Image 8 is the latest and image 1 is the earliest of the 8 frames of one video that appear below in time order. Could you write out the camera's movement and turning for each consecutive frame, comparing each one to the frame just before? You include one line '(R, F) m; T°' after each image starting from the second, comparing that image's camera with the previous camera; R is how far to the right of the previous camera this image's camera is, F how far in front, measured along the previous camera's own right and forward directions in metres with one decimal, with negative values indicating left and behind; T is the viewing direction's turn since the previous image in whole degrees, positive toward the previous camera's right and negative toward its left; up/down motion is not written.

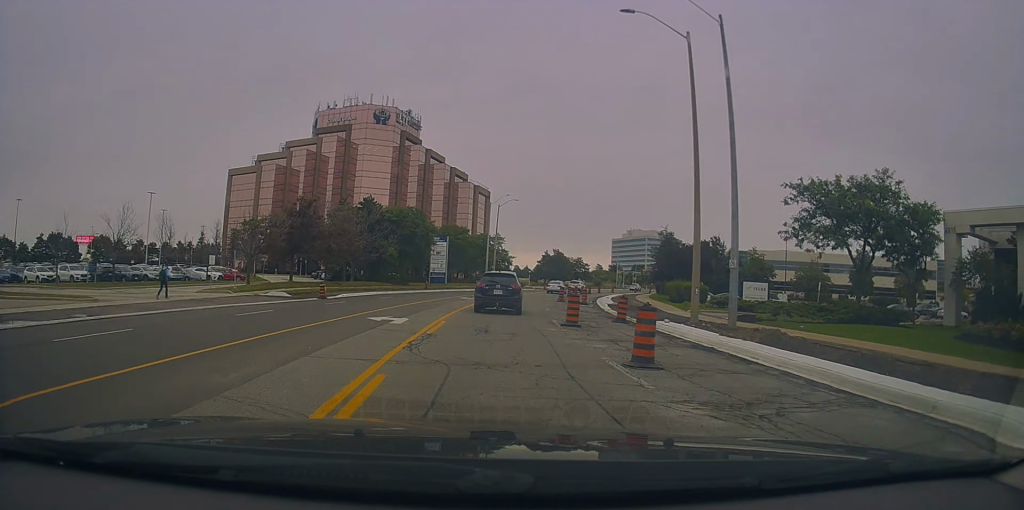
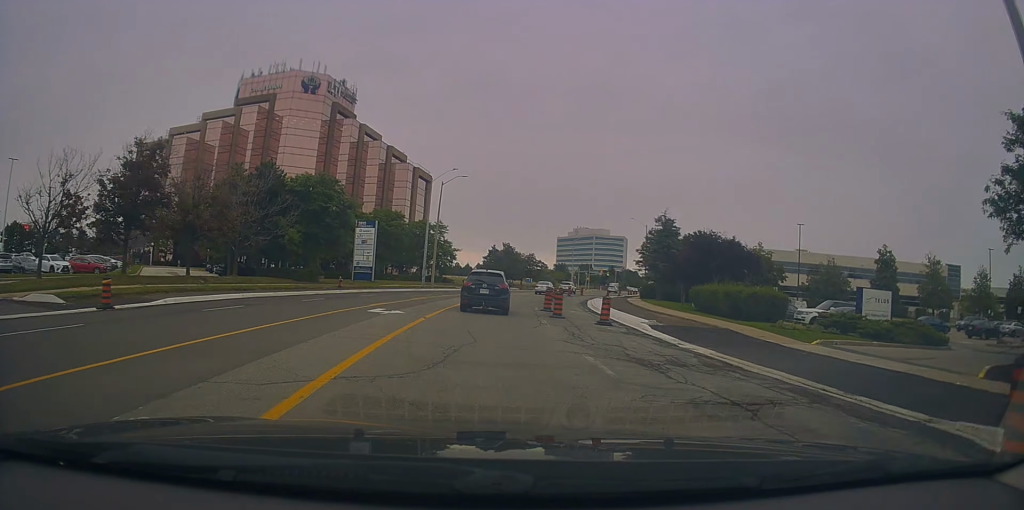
(+1.2, +18.9) m; +6°
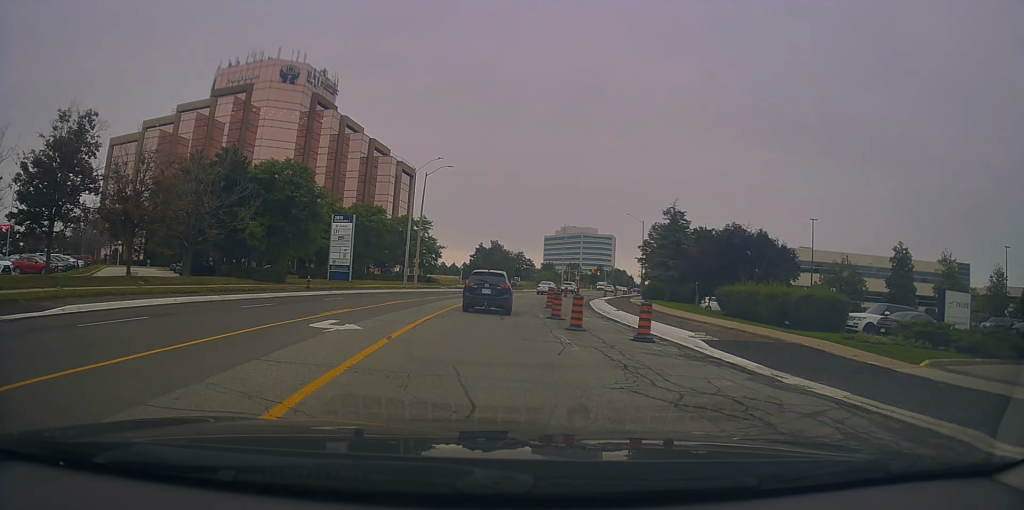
(+0.1, +6.1) m; +1°
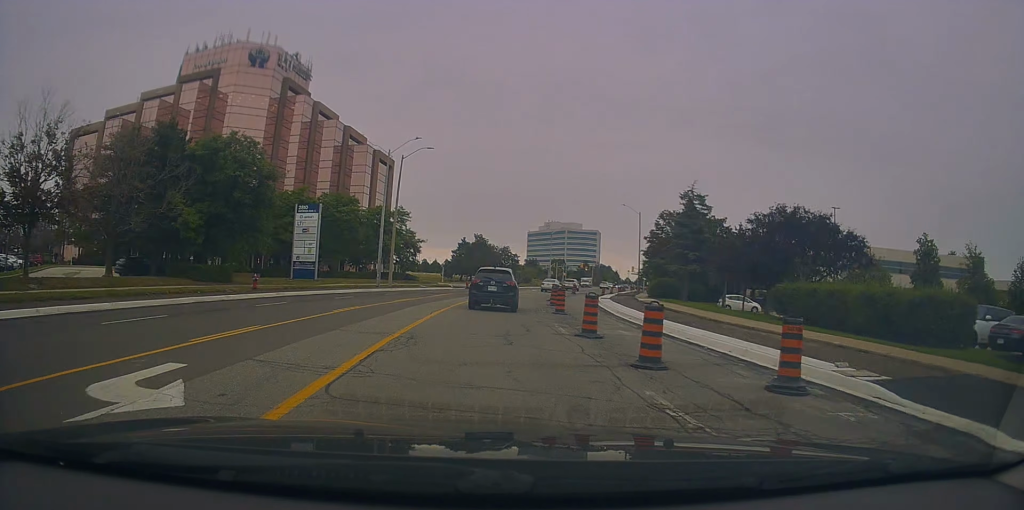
(-0.1, +8.1) m; +2°
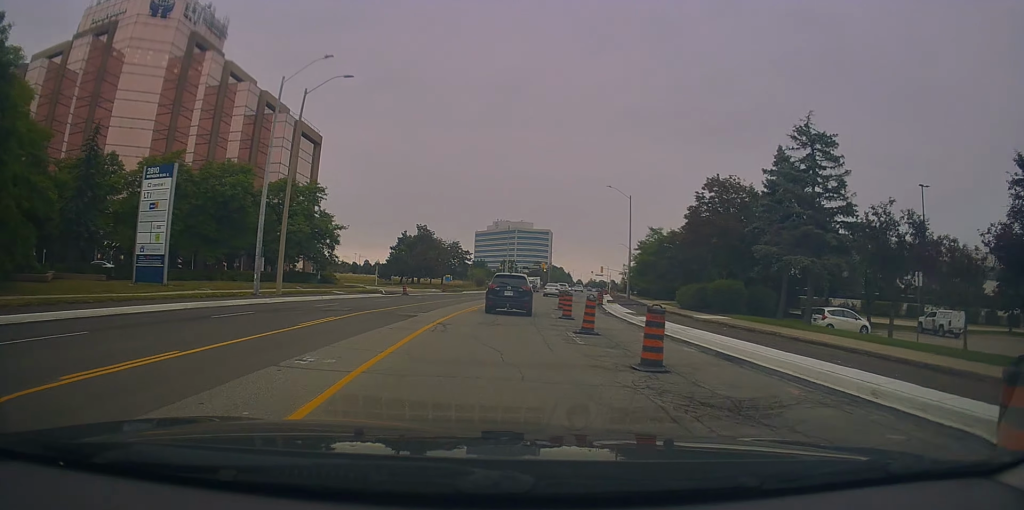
(+1.2, +21.8) m; +8°
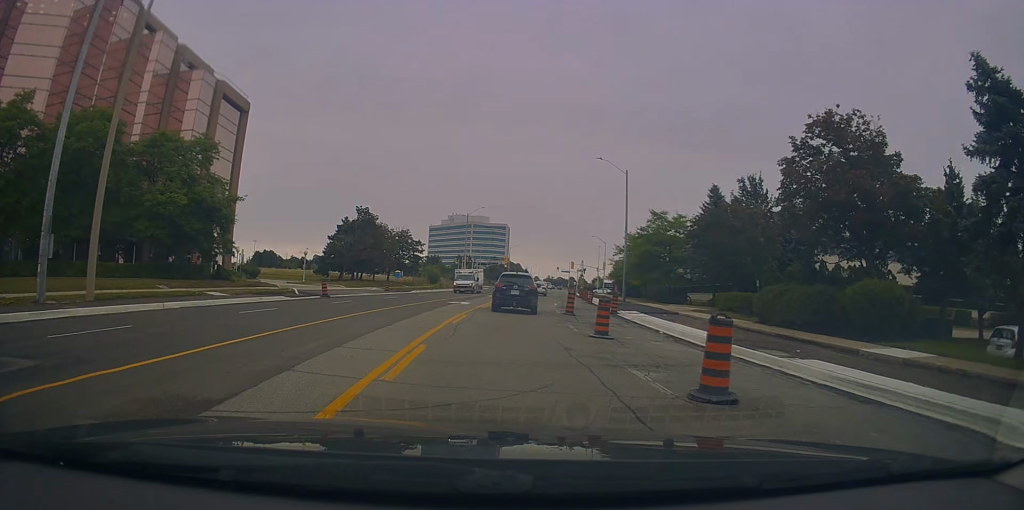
(+0.9, +16.1) m; +4°
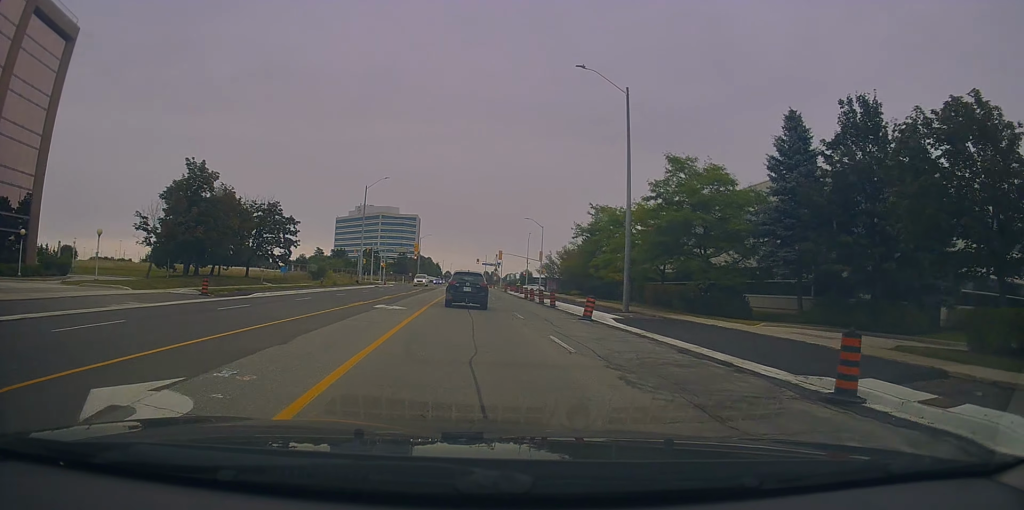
(+1.2, +25.2) m; +5°
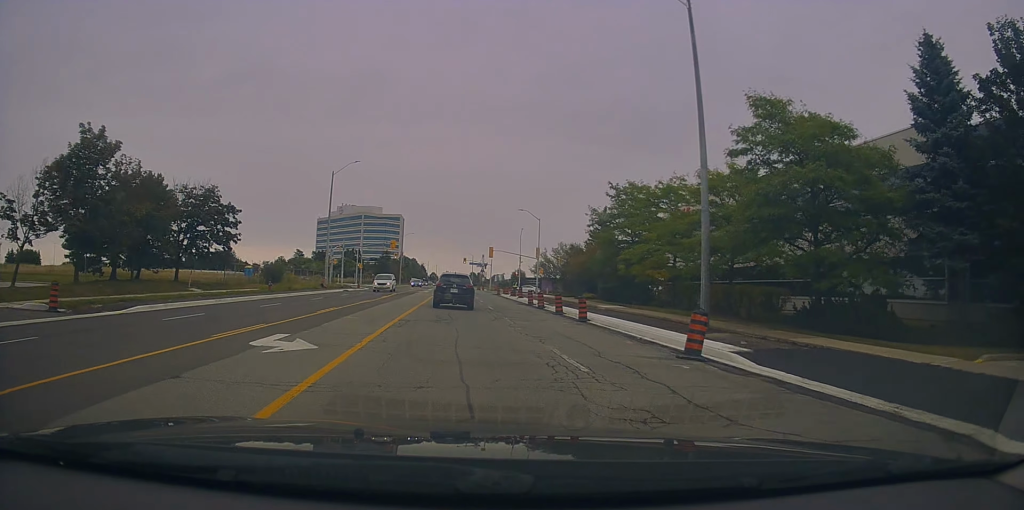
(-0.1, +12.3) m; +3°
